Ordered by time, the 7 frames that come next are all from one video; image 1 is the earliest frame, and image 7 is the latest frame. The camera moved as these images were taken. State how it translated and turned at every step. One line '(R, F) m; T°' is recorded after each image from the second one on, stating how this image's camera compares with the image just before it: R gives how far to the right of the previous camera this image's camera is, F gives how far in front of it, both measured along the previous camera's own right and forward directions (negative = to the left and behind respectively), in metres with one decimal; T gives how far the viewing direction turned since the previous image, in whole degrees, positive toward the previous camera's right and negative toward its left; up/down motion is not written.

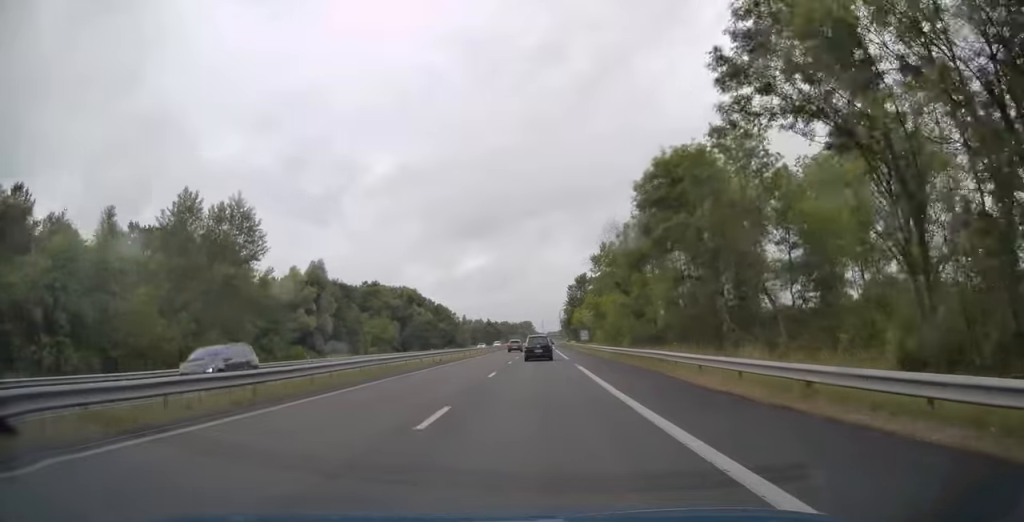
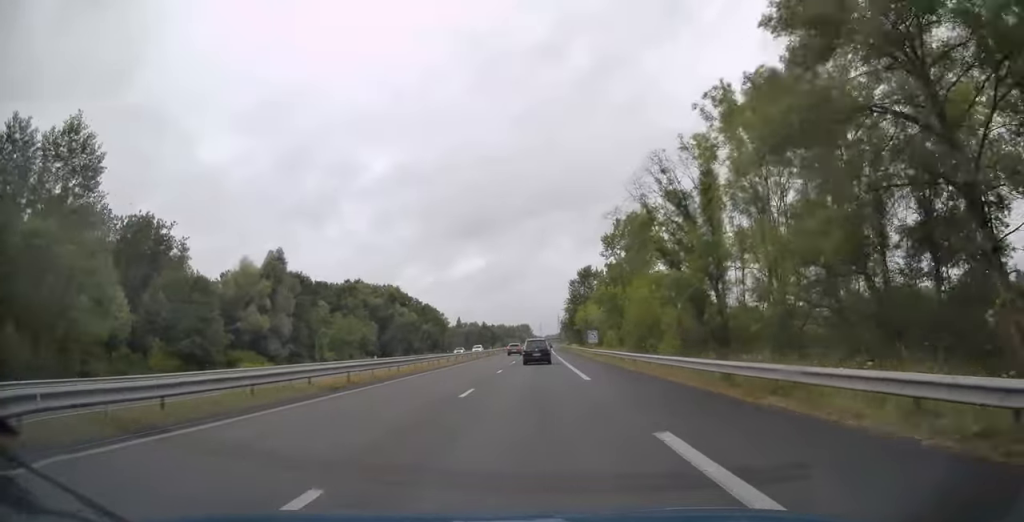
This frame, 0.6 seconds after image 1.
(0.0, +20.0) m; 0°
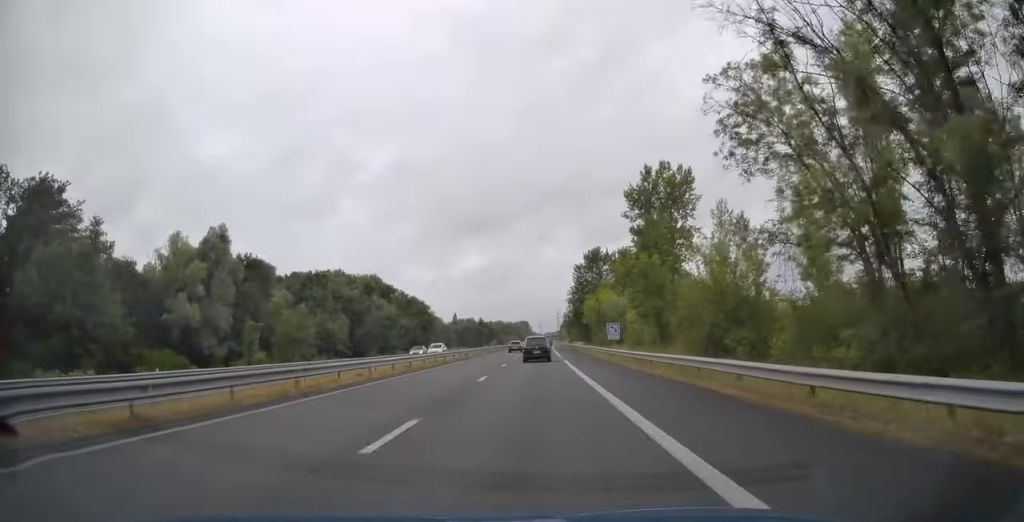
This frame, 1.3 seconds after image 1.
(0.0, +21.0) m; 0°
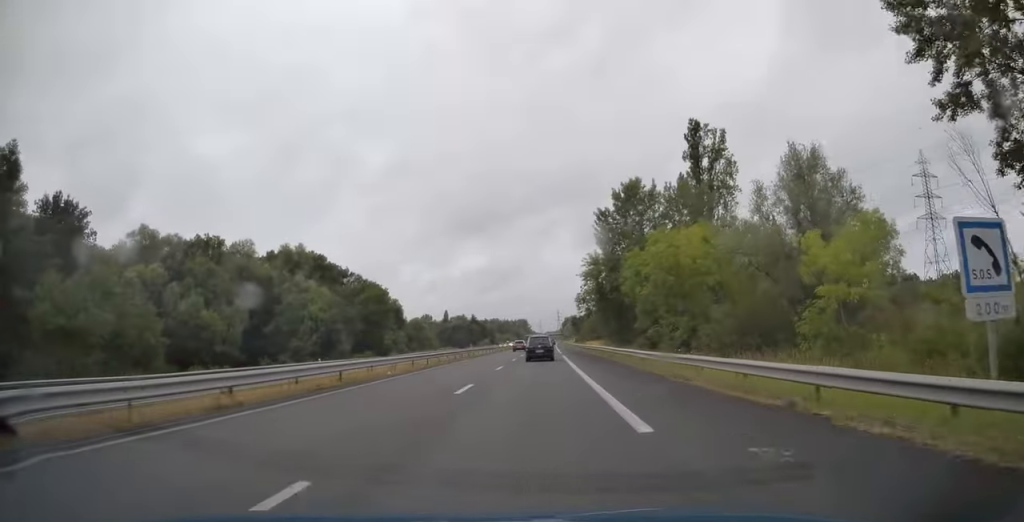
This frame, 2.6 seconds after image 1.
(+0.1, +44.2) m; 0°
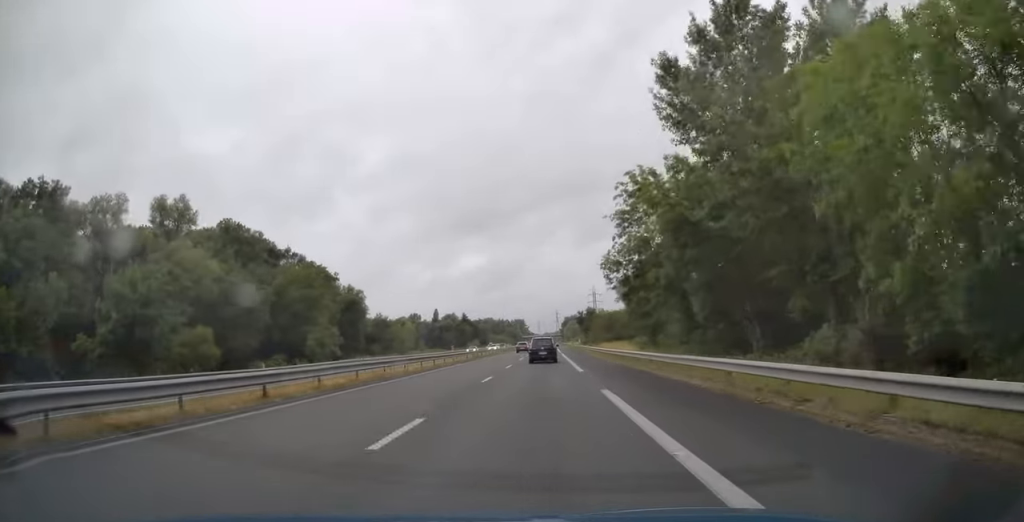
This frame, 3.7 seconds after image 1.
(+0.1, +34.4) m; 0°
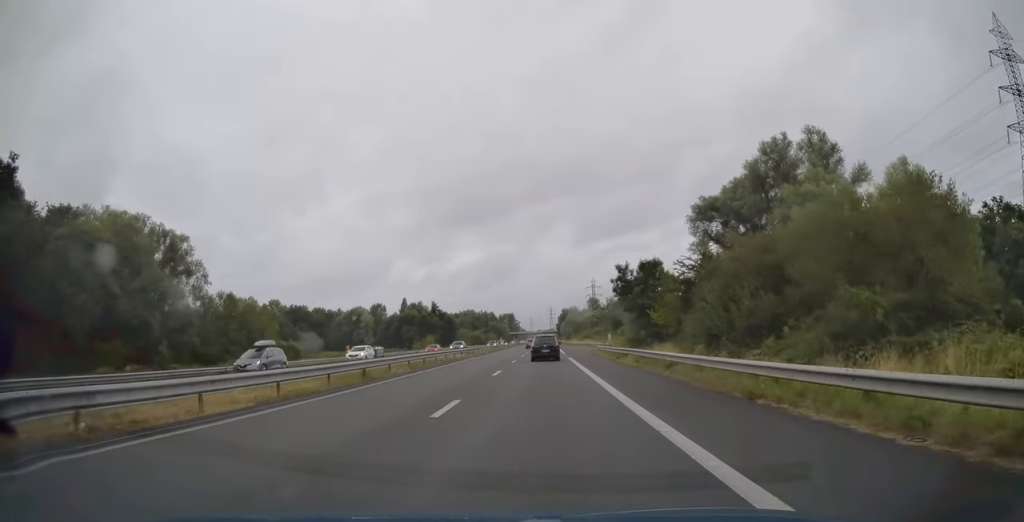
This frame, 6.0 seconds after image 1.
(+0.3, +75.3) m; +1°
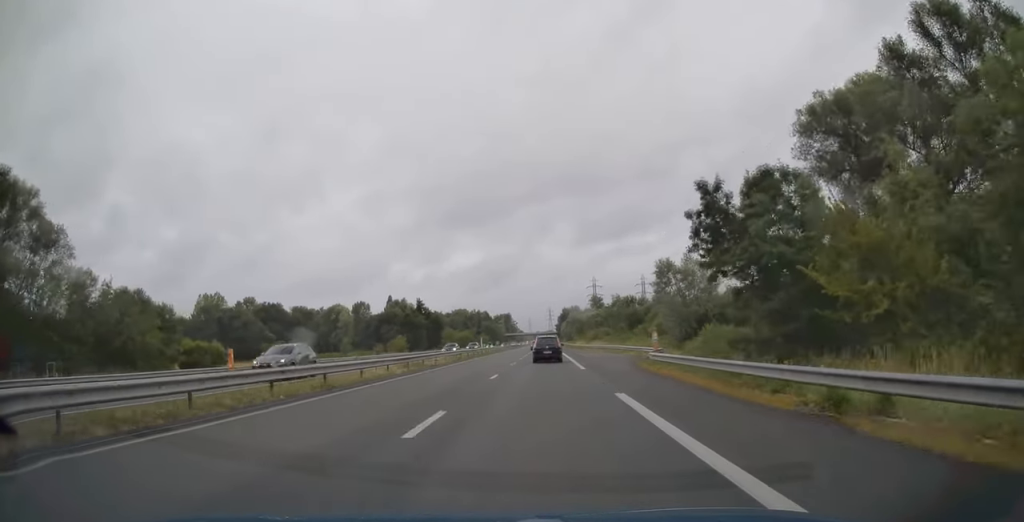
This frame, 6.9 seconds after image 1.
(0.0, +28.5) m; 0°
